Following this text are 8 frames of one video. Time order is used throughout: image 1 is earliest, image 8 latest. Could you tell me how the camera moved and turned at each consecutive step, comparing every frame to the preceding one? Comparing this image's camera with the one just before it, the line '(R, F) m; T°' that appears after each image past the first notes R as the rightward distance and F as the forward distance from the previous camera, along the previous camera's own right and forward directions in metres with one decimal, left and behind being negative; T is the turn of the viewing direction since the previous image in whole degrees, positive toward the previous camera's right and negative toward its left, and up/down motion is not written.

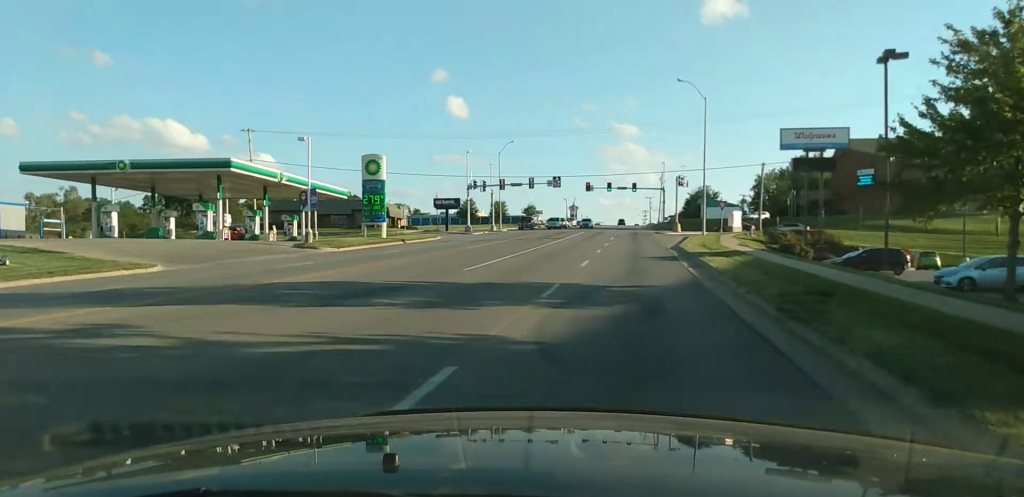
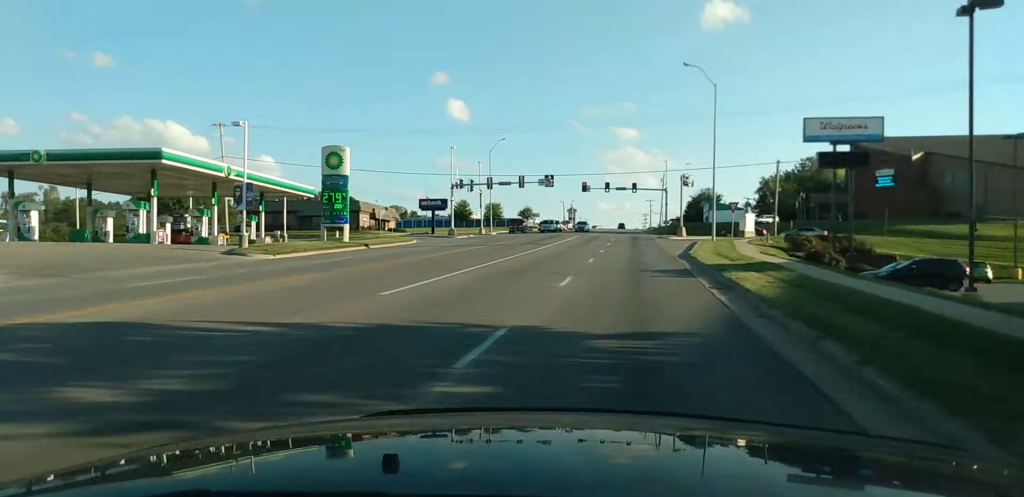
(+0.1, +9.3) m; 0°
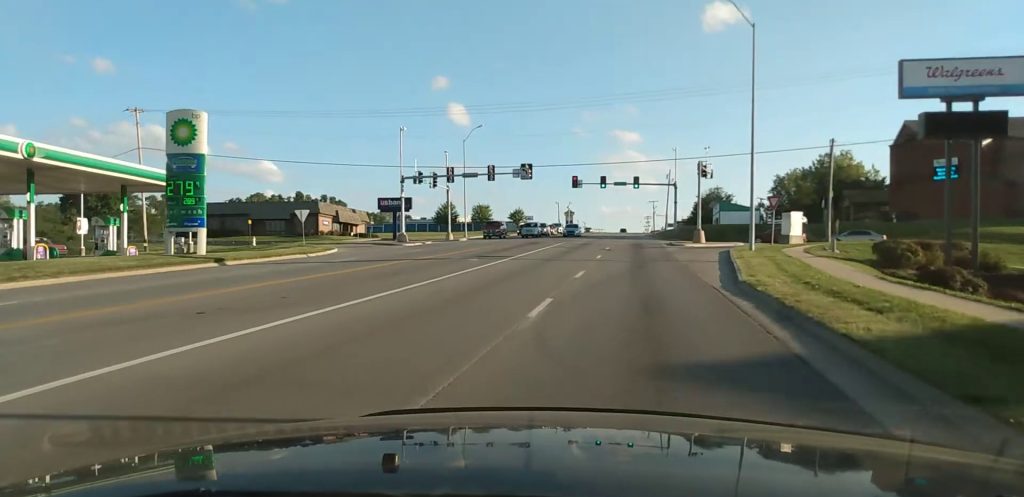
(0.0, +17.9) m; 0°
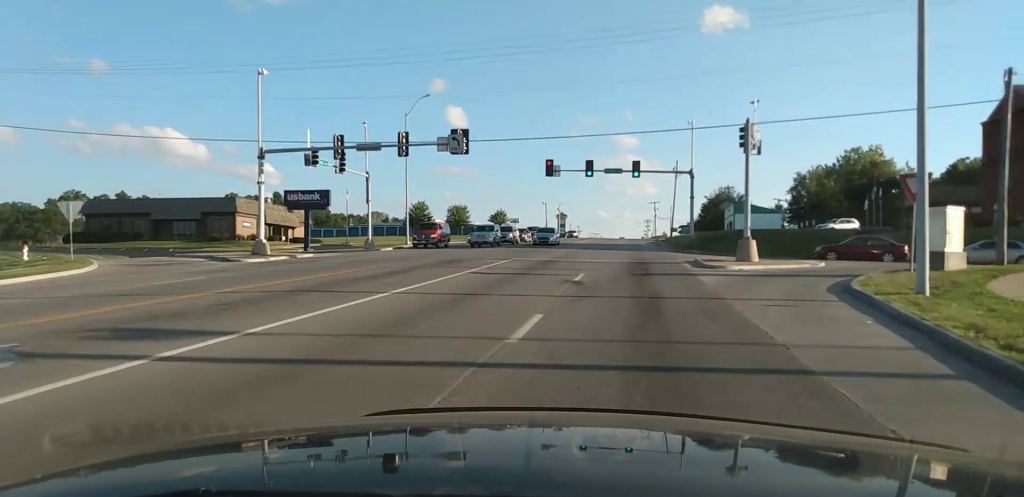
(-0.1, +24.9) m; -1°
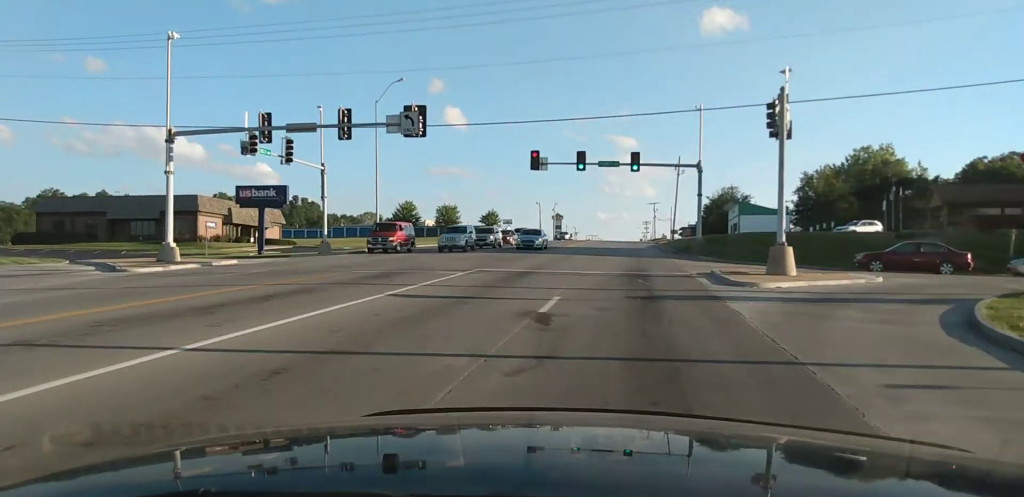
(-0.1, +8.8) m; 0°
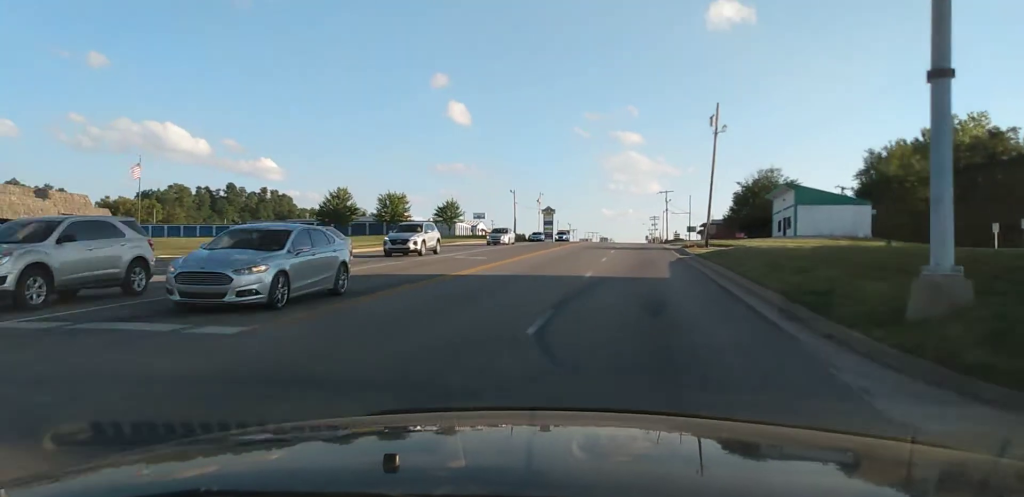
(-0.2, +35.6) m; 0°
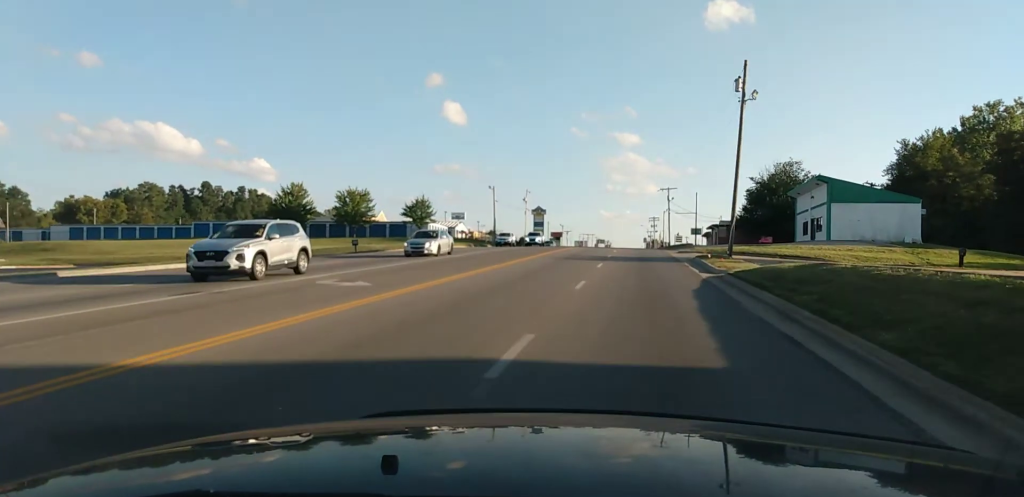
(+0.1, +14.2) m; +1°
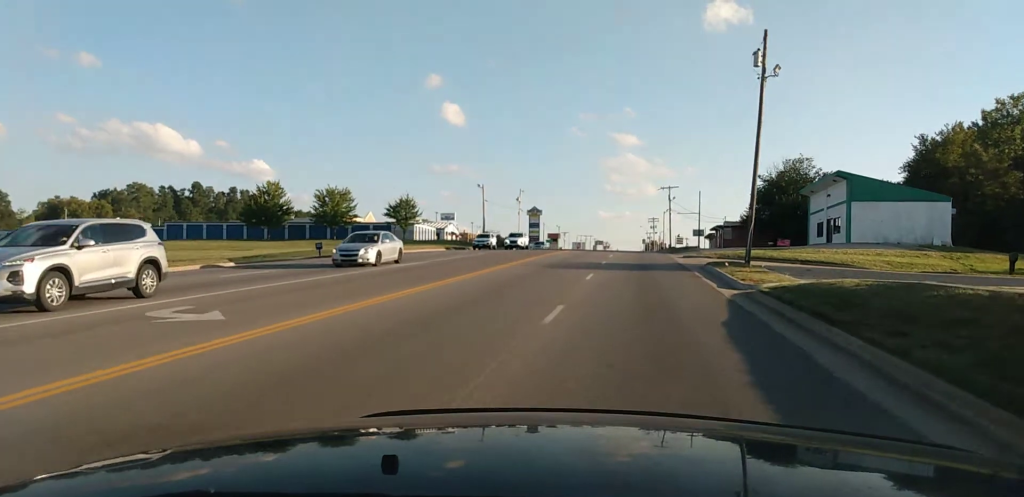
(0.0, +7.5) m; 0°
